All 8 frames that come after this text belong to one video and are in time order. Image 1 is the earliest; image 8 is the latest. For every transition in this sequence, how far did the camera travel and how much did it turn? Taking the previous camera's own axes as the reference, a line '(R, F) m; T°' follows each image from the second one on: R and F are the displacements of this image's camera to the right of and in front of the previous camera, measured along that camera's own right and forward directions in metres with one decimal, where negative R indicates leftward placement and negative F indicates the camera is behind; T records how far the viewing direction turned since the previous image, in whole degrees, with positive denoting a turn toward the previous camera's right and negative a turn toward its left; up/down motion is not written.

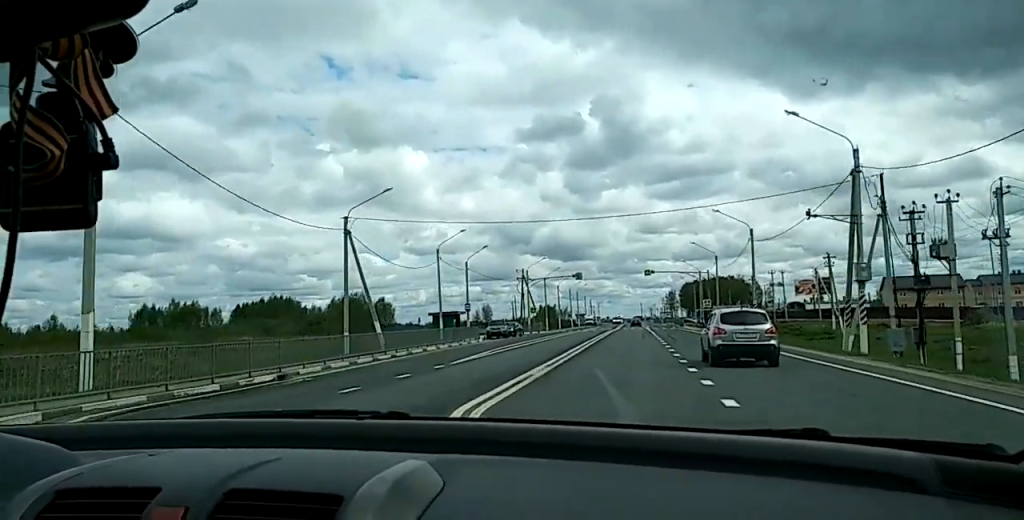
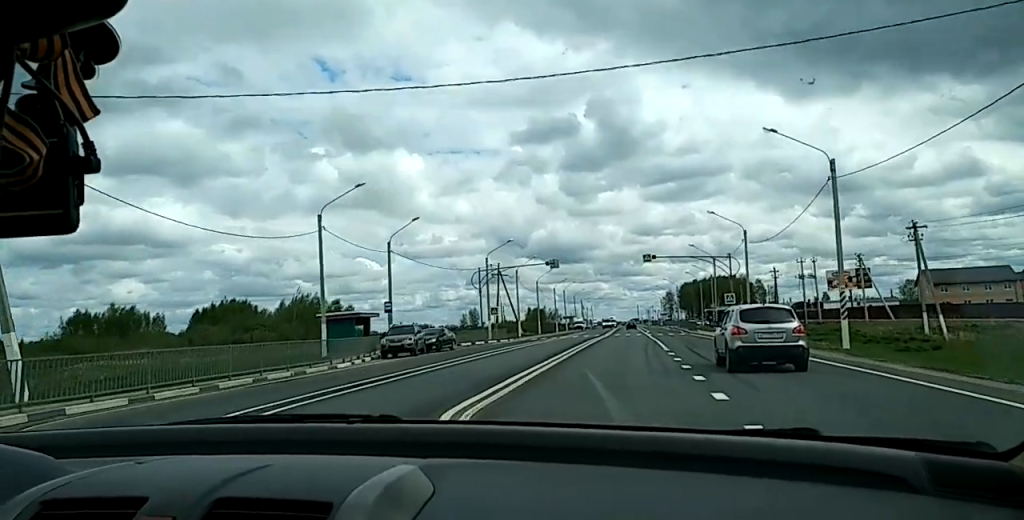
(-0.1, +26.9) m; 0°
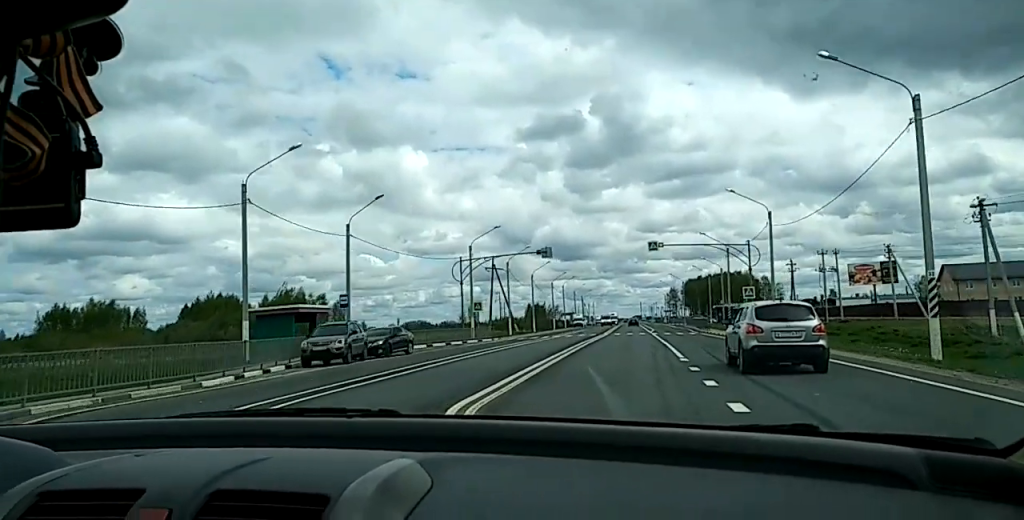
(0.0, +9.1) m; 0°
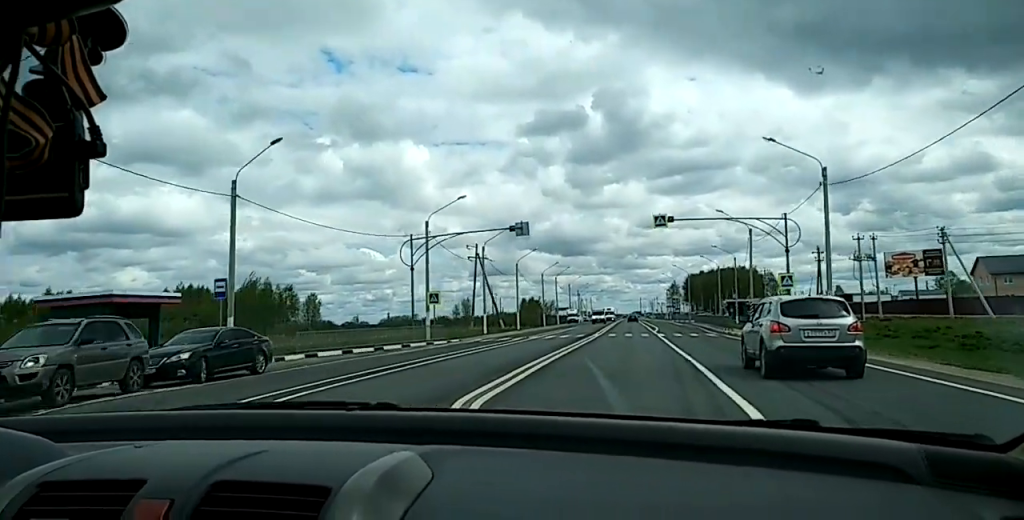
(0.0, +15.4) m; 0°
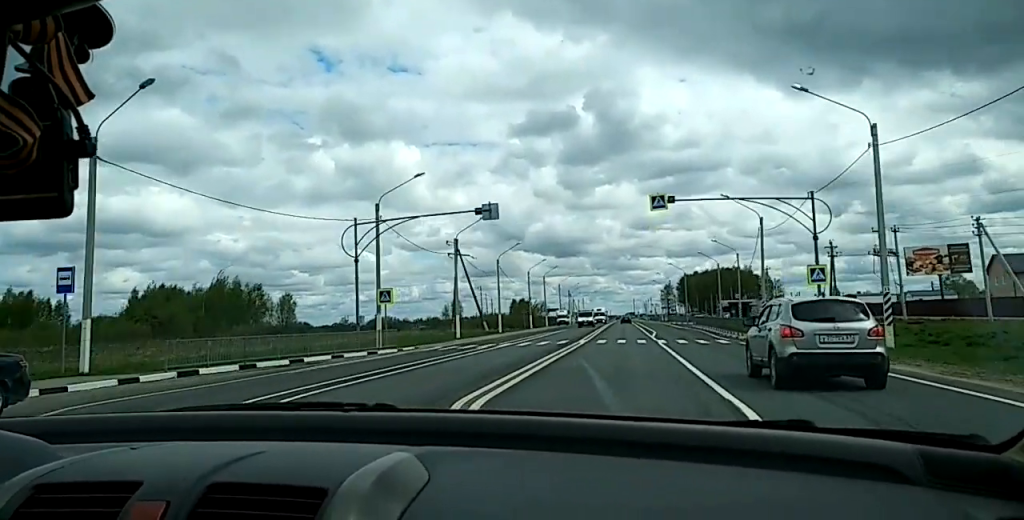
(0.0, +9.3) m; 0°
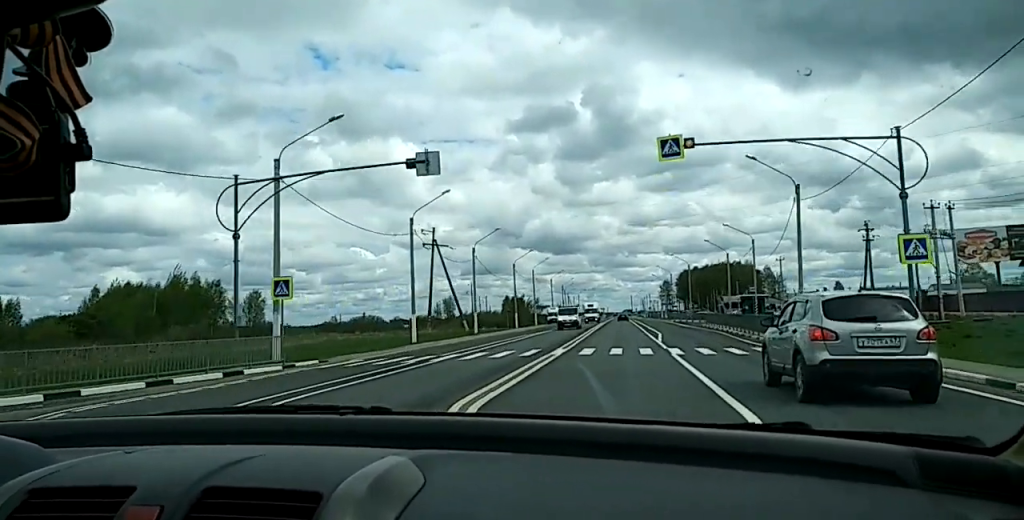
(0.0, +12.7) m; +1°
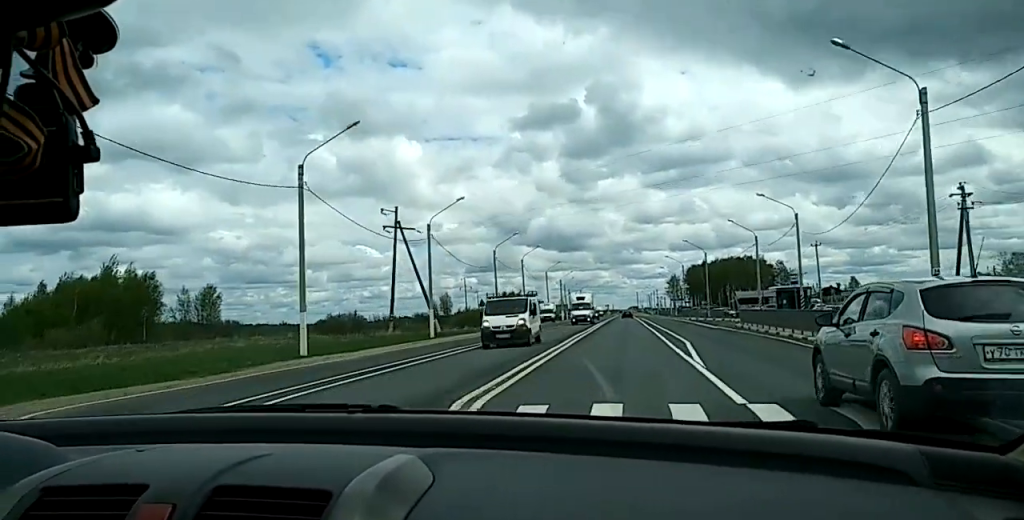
(+0.2, +18.5) m; +1°
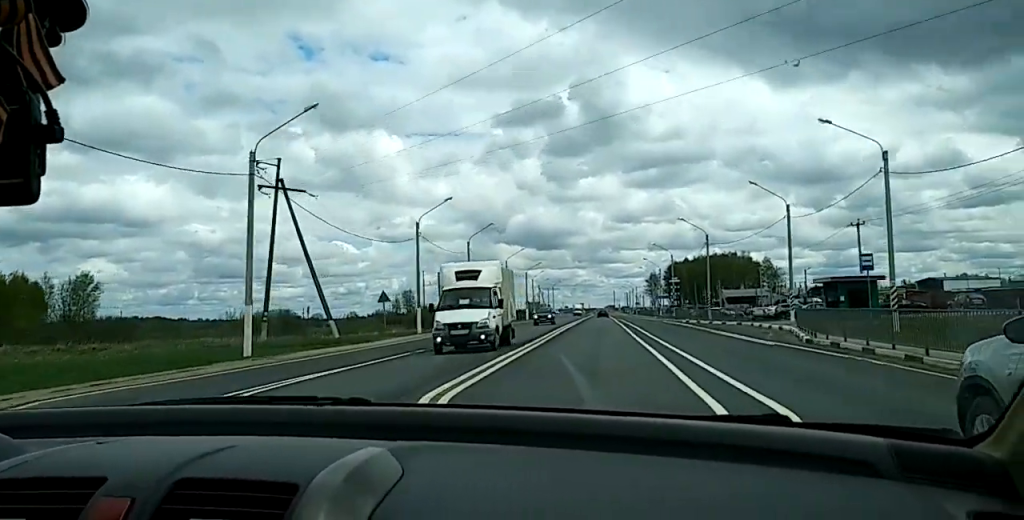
(+0.2, +24.8) m; -1°
